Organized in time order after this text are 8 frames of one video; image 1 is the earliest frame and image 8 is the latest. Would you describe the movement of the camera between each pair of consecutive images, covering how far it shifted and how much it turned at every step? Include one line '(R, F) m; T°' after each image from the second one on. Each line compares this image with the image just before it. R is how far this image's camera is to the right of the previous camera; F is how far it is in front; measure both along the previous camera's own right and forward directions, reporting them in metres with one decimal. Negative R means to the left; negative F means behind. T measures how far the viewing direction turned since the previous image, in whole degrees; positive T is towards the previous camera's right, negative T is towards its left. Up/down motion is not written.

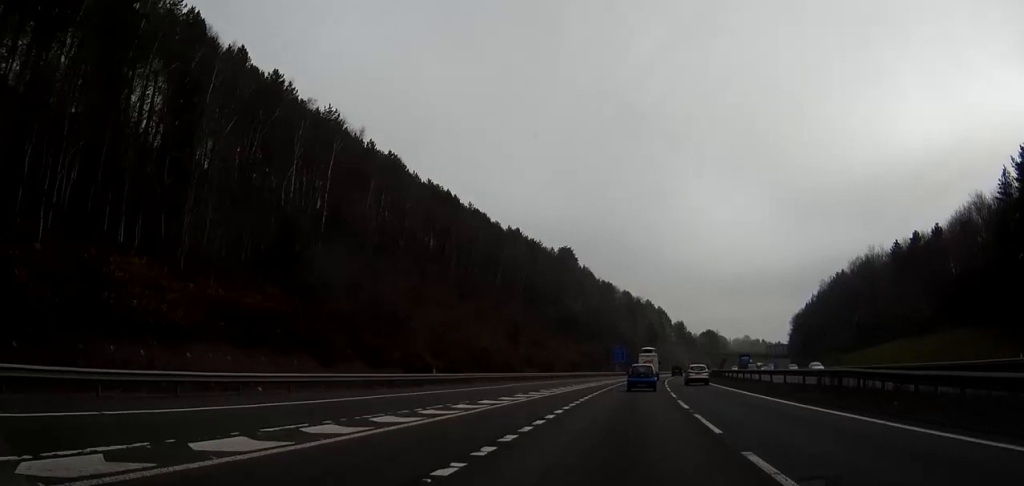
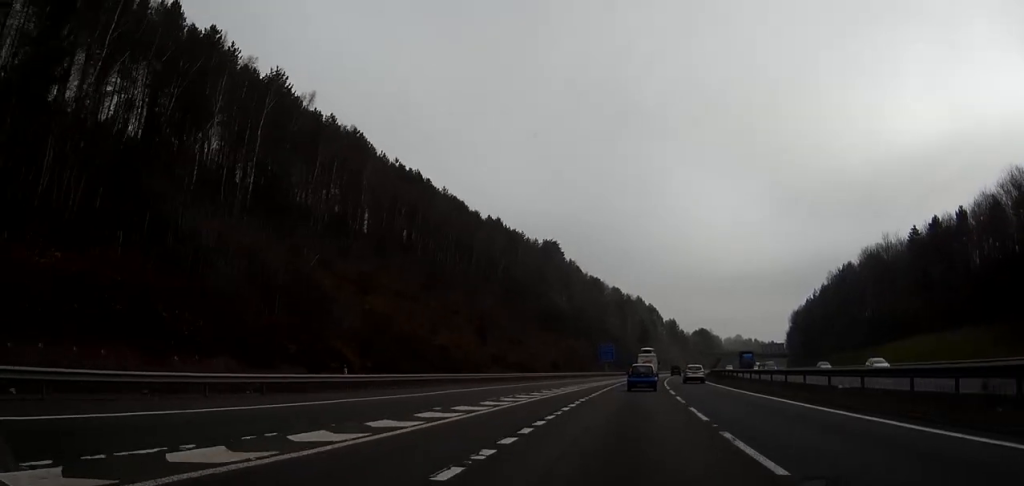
(0.0, +14.5) m; +1°
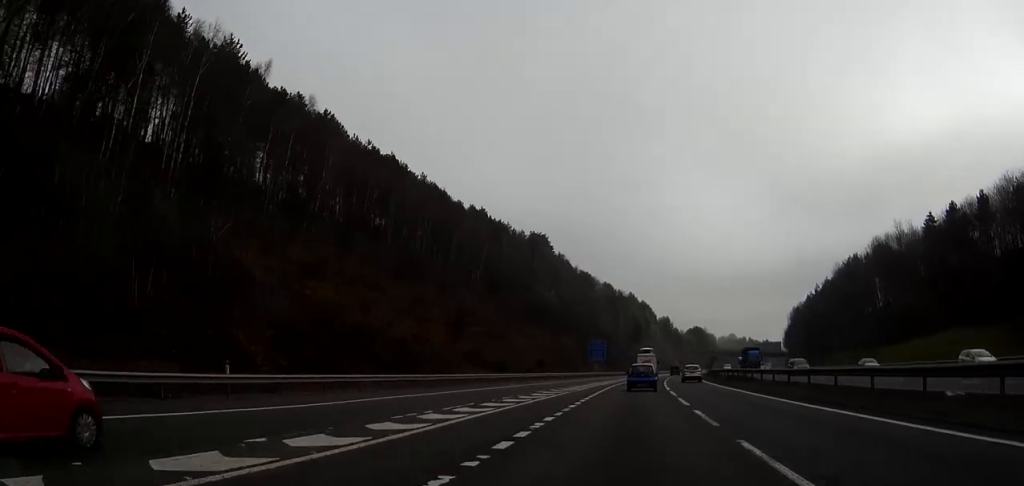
(+0.2, +10.7) m; +1°
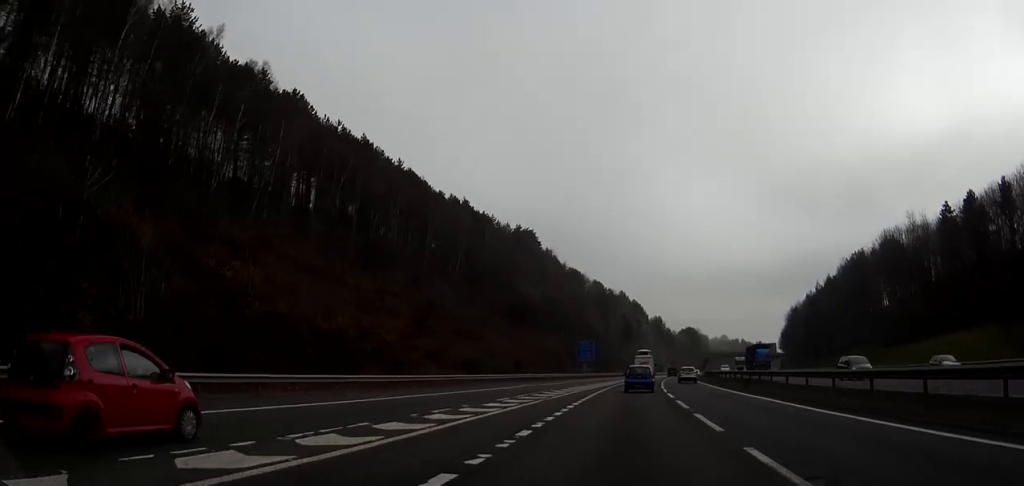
(+0.1, +9.9) m; +1°
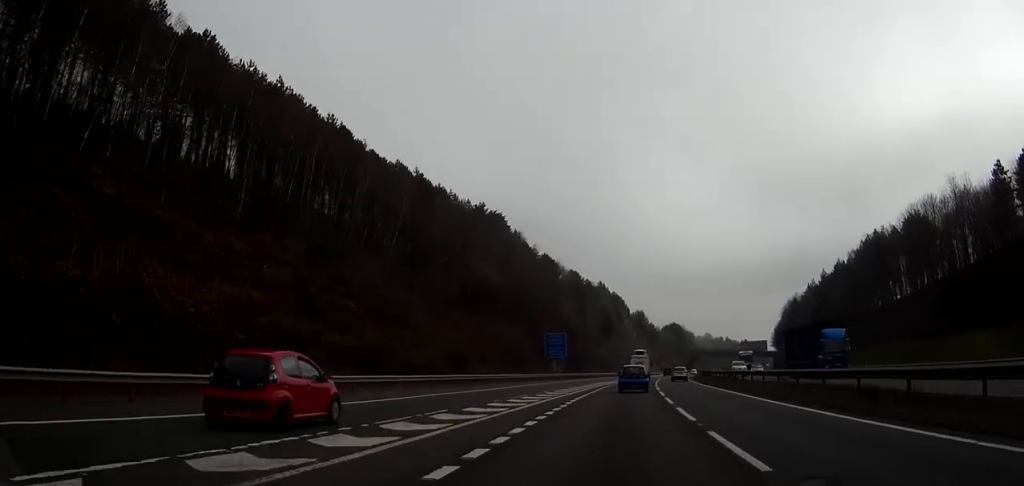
(+0.2, +23.6) m; +1°
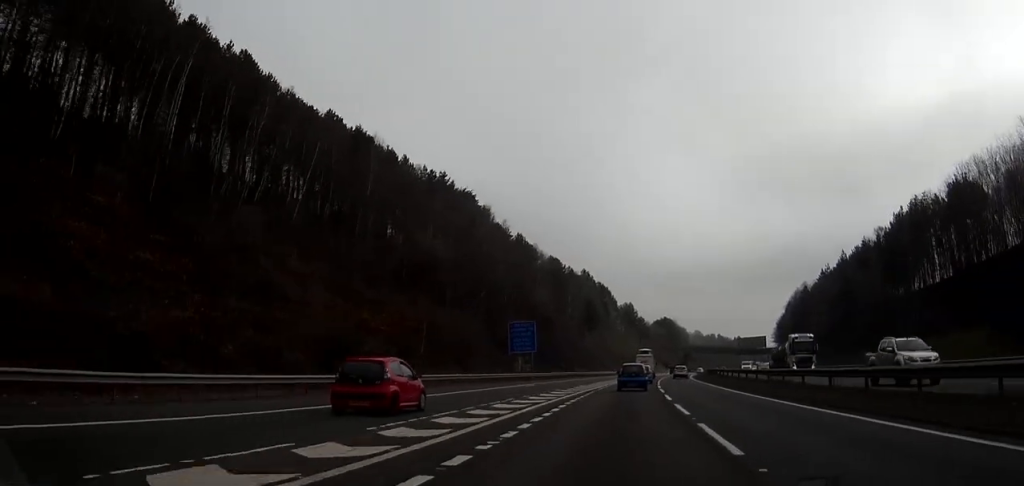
(+0.4, +25.0) m; +1°
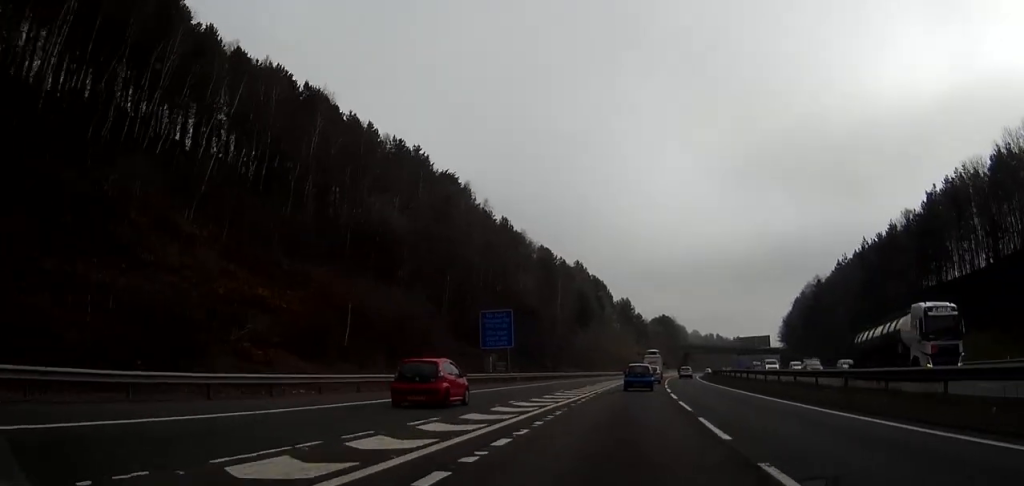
(+0.1, +15.8) m; +1°
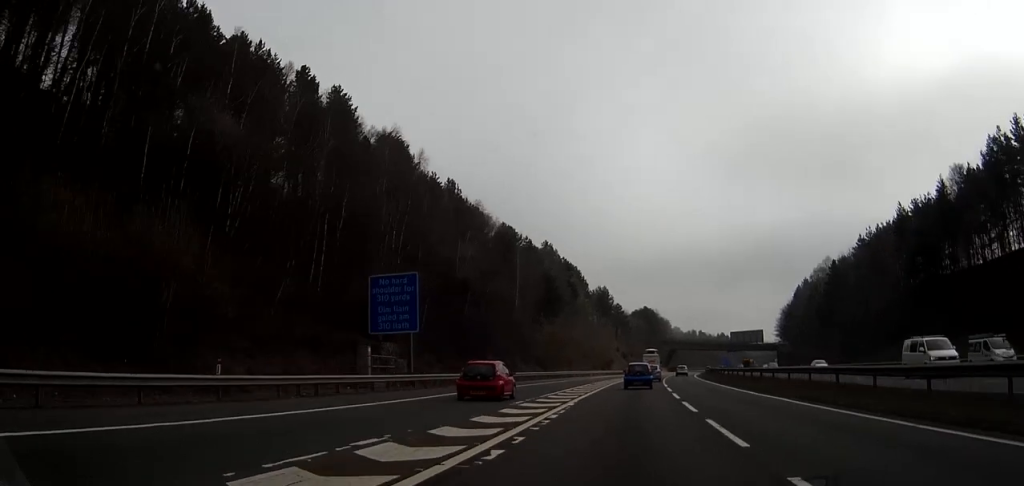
(+0.2, +27.7) m; +2°
